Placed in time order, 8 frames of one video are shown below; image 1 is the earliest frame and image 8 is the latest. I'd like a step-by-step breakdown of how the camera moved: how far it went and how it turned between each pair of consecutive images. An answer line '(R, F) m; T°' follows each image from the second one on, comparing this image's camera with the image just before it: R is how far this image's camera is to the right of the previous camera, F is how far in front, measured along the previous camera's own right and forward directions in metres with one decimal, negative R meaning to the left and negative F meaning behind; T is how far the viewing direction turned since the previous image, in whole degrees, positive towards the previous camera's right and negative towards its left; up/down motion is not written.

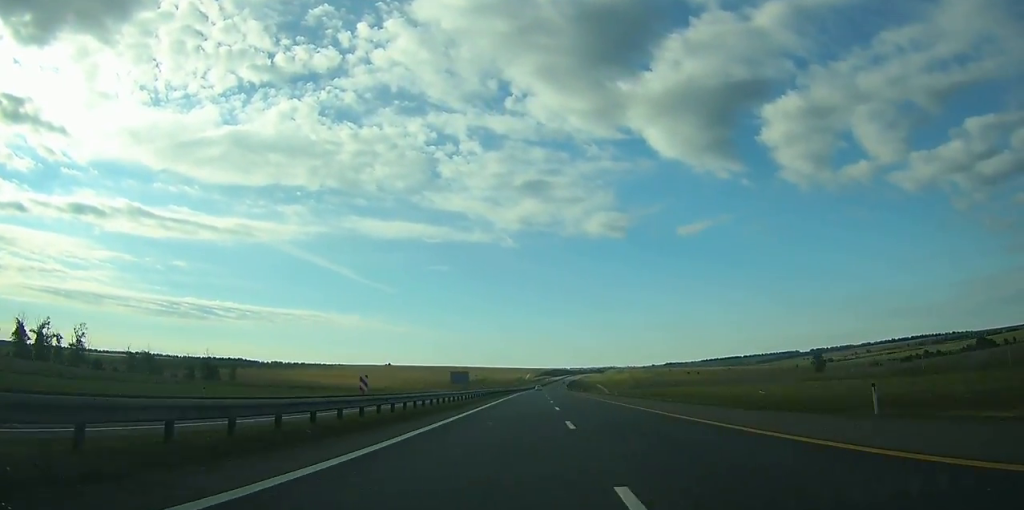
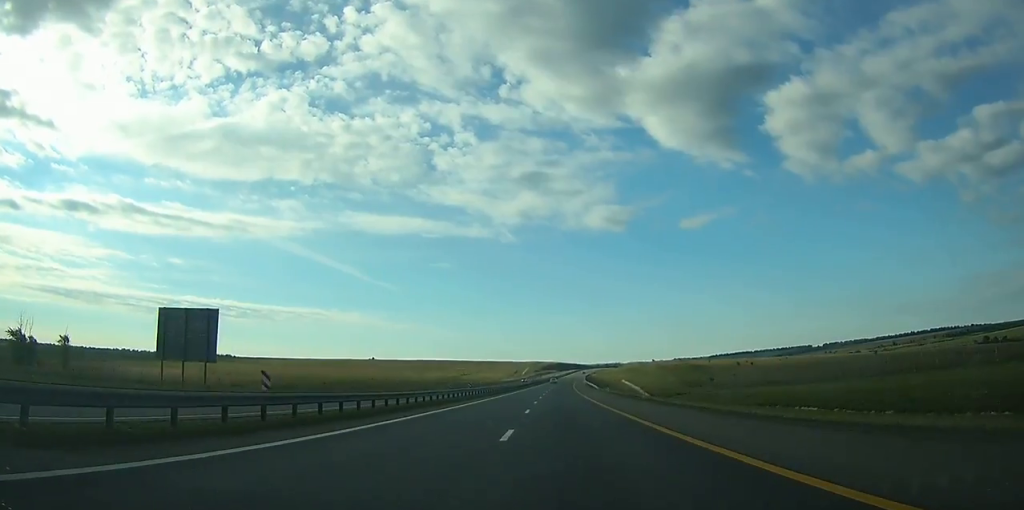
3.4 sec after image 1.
(+0.5, +125.0) m; +1°
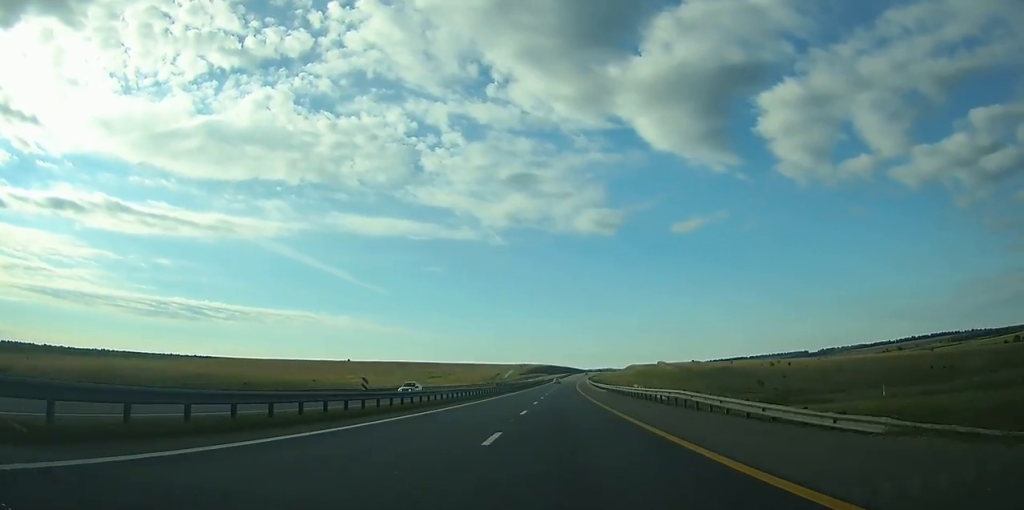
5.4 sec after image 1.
(+0.3, +69.8) m; +1°
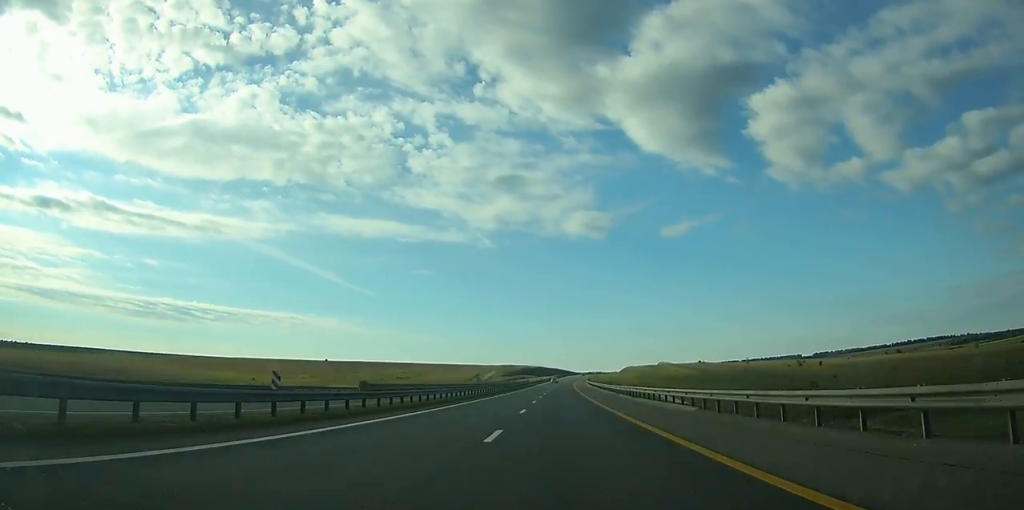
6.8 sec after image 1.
(+0.5, +46.5) m; +1°
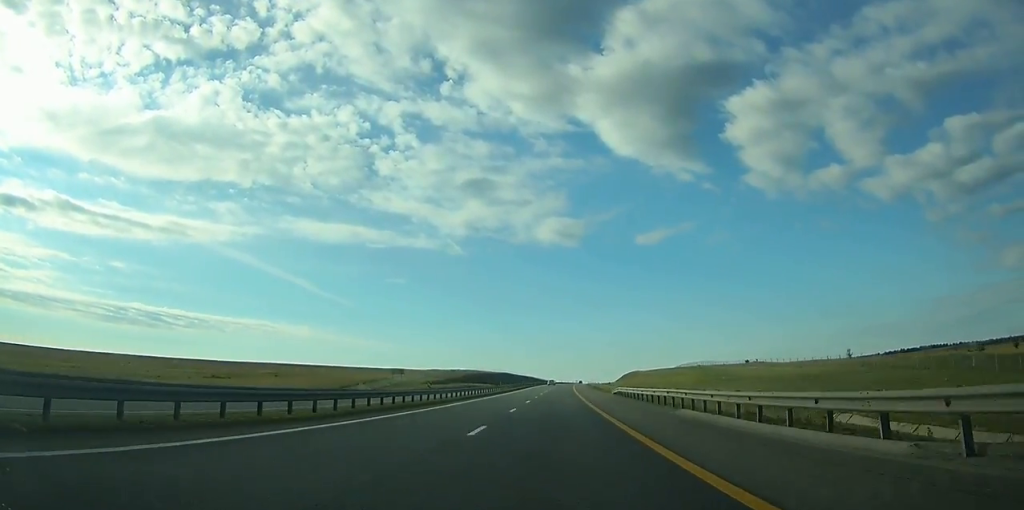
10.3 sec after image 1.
(+2.0, +118.4) m; +2°
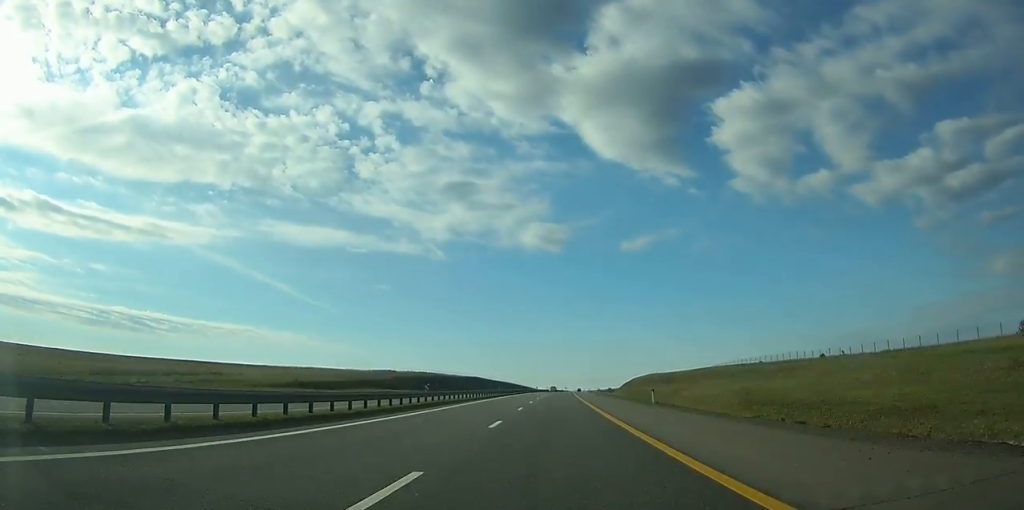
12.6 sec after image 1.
(+1.1, +75.5) m; +1°
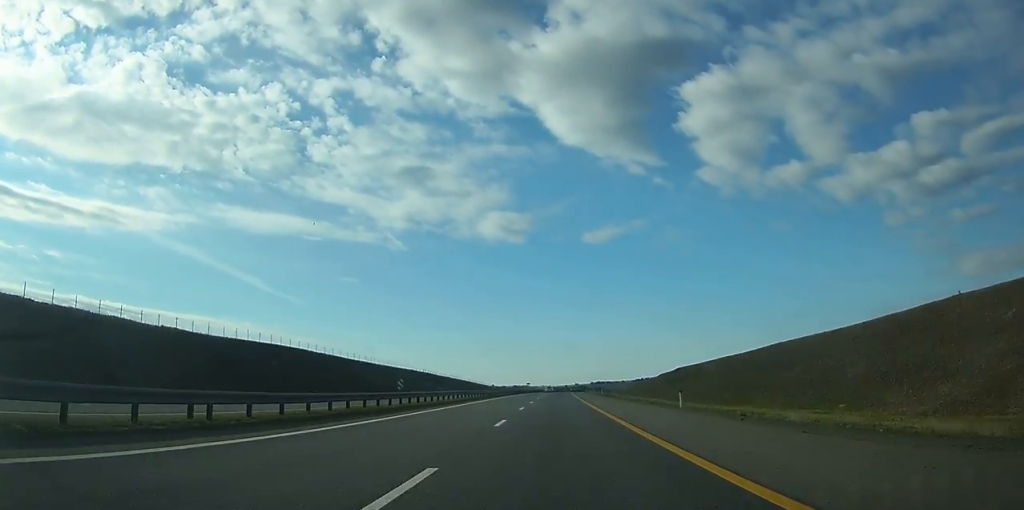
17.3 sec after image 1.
(+3.6, +161.9) m; +3°
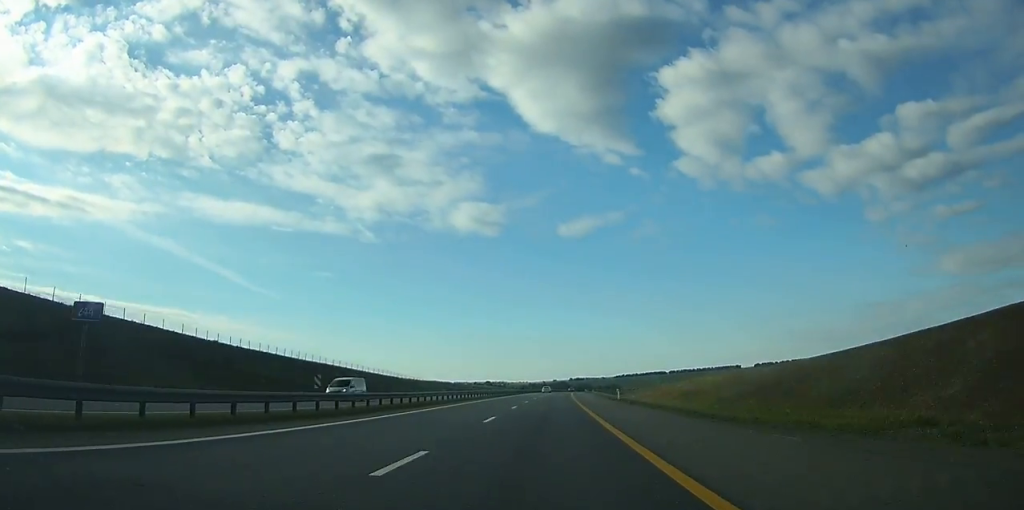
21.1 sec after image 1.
(+3.7, +136.6) m; +2°
